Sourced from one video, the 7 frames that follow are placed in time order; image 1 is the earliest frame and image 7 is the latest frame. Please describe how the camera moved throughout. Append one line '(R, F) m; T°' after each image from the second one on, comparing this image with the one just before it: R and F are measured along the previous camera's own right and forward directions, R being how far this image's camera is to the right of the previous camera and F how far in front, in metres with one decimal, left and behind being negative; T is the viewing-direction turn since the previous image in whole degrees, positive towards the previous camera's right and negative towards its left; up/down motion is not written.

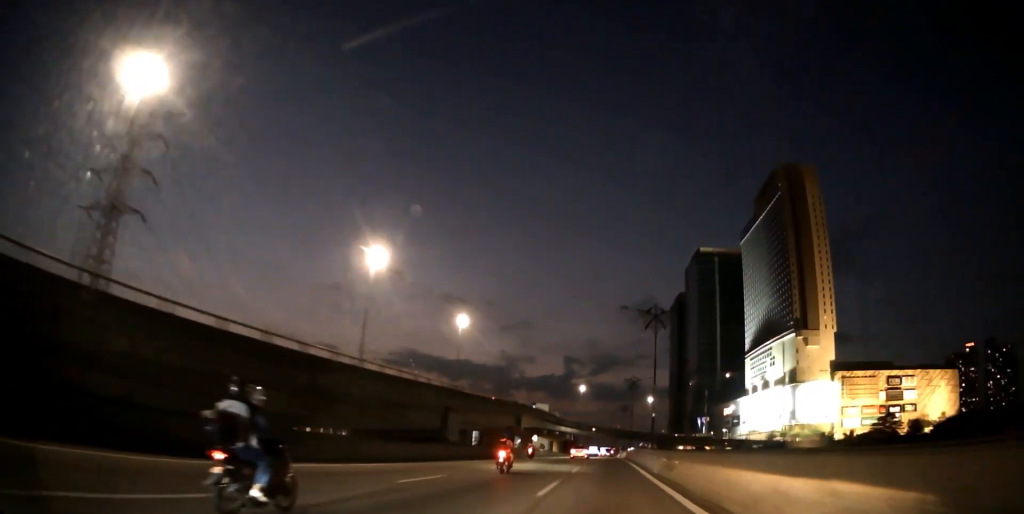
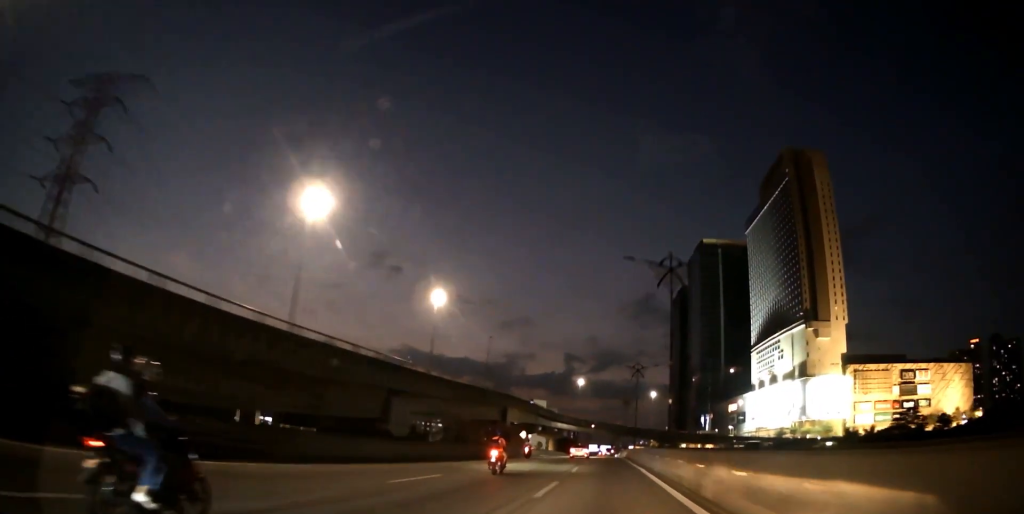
(0.0, +12.9) m; 0°
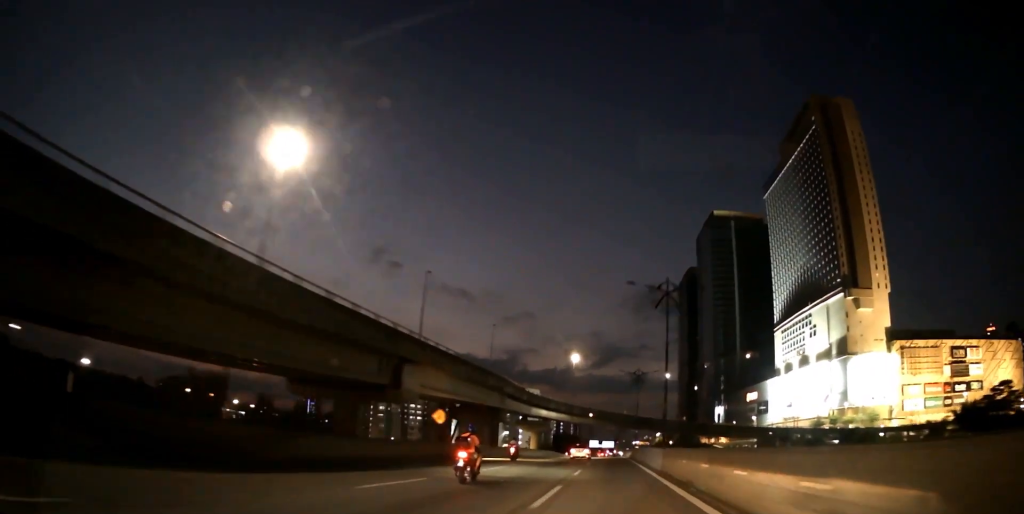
(0.0, +39.1) m; 0°
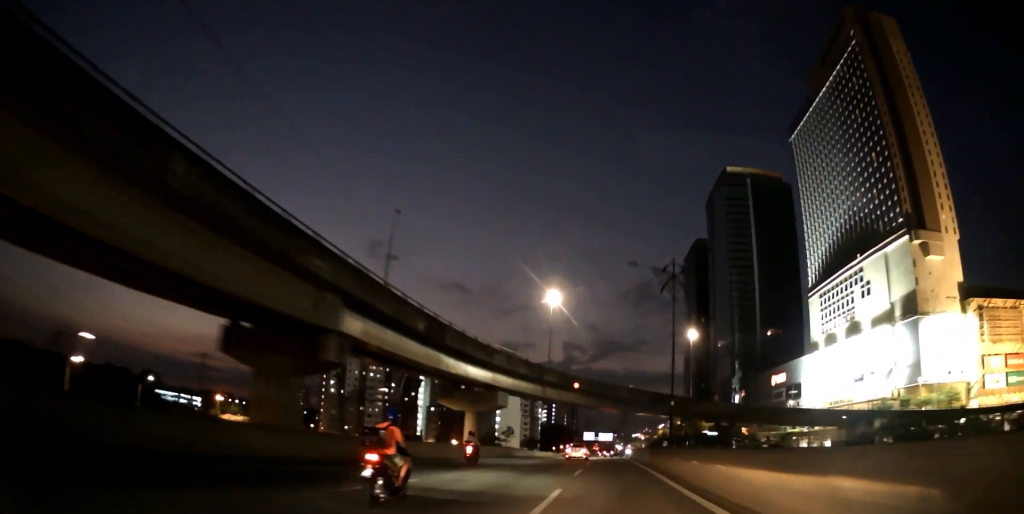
(0.0, +49.9) m; 0°
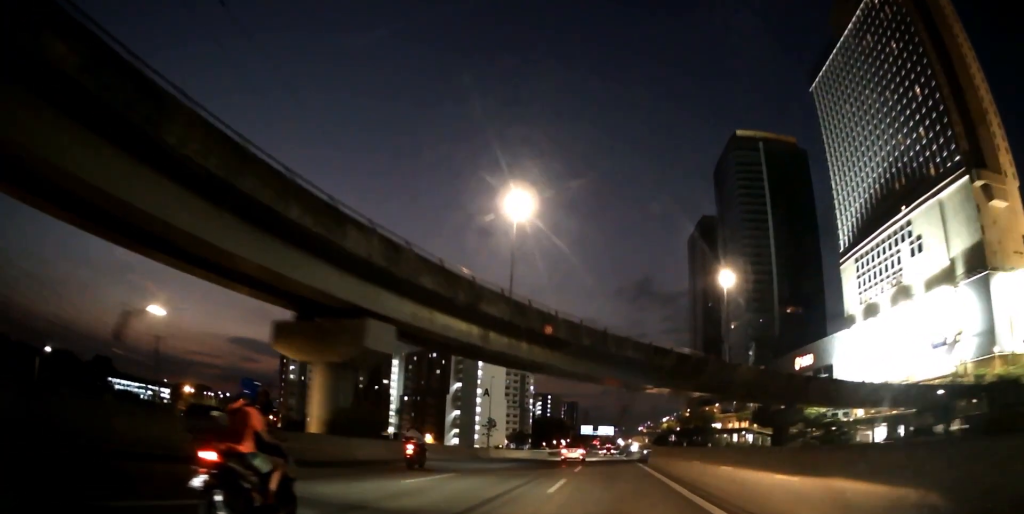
(+0.1, +32.0) m; 0°
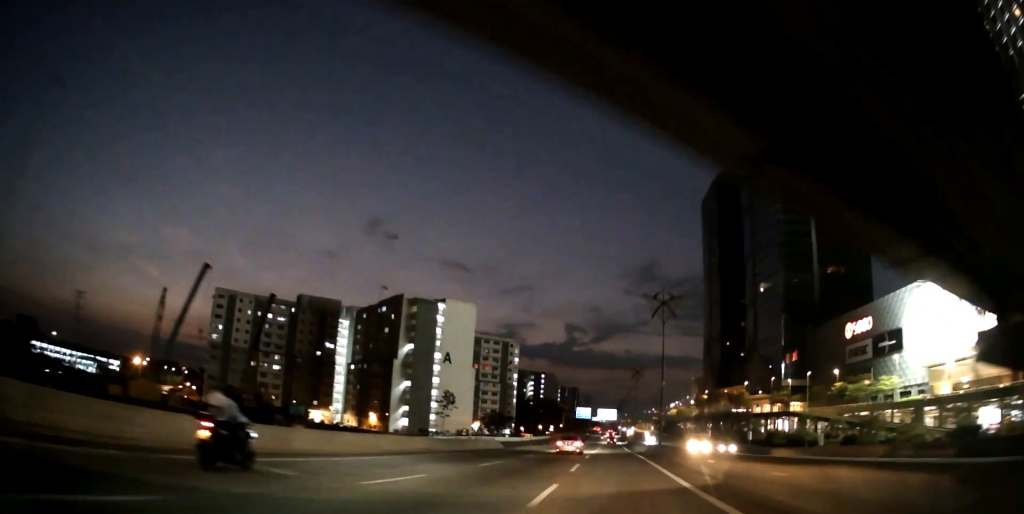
(-0.2, +47.7) m; -1°
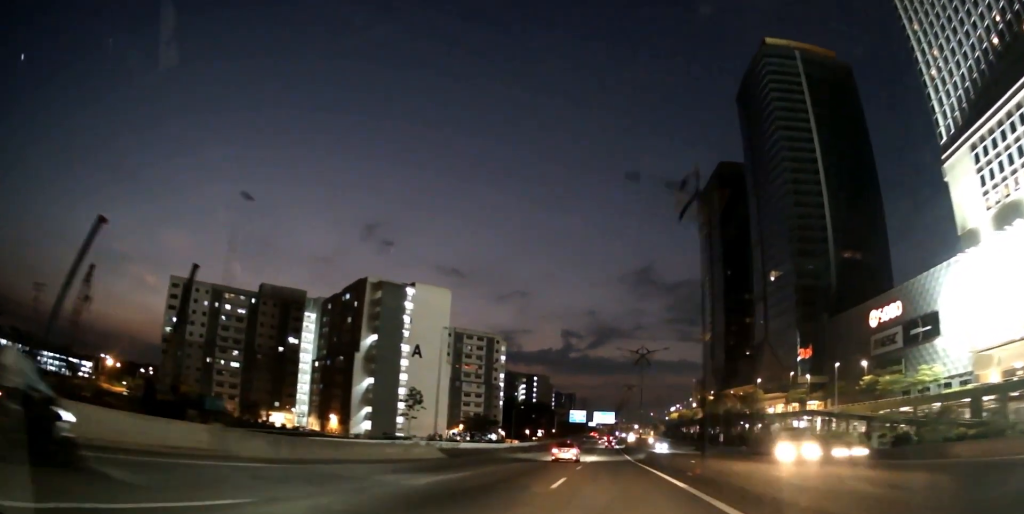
(-0.1, +19.5) m; 0°
